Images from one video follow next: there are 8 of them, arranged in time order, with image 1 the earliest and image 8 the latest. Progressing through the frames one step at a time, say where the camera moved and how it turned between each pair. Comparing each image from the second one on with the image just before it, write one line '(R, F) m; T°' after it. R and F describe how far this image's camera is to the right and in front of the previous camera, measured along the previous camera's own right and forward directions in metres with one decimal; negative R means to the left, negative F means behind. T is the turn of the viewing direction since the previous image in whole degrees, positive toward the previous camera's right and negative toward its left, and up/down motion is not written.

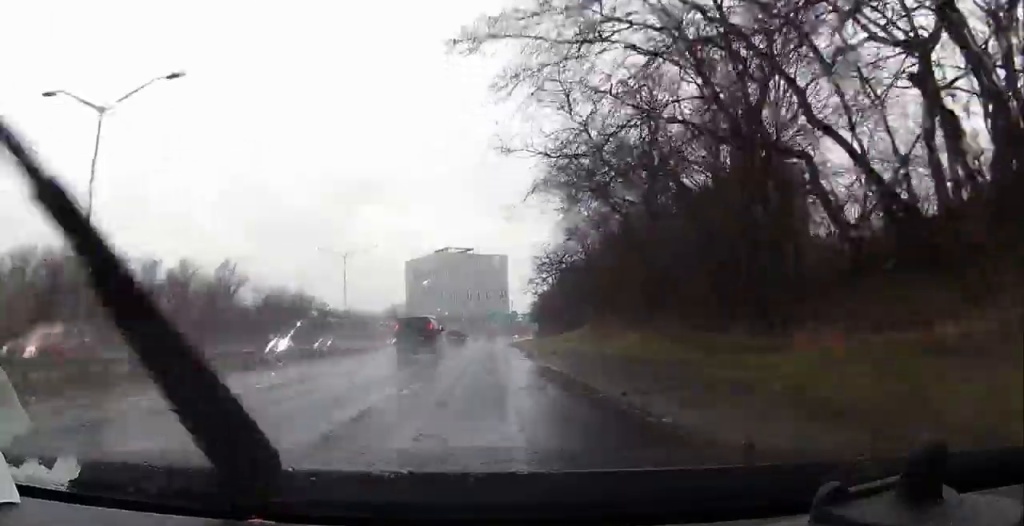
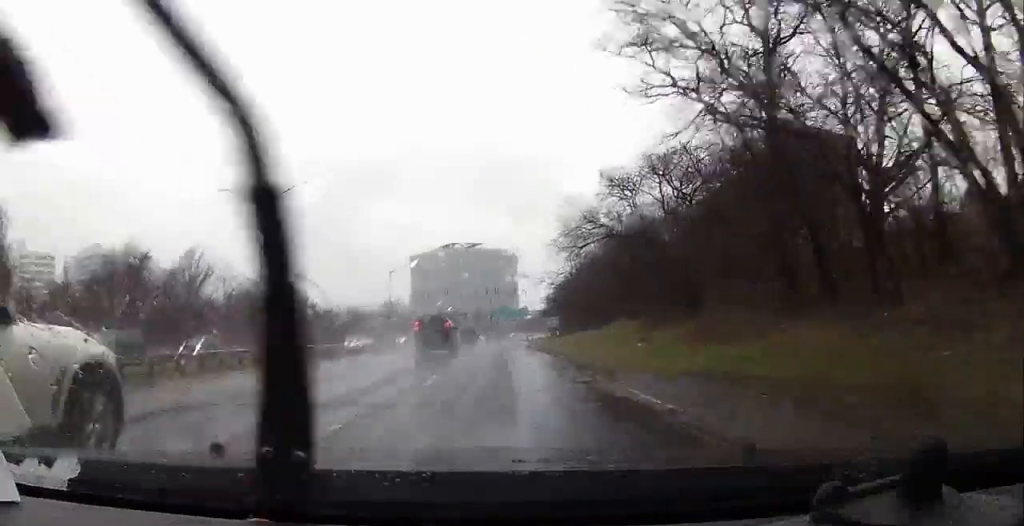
(-0.1, +22.6) m; -1°
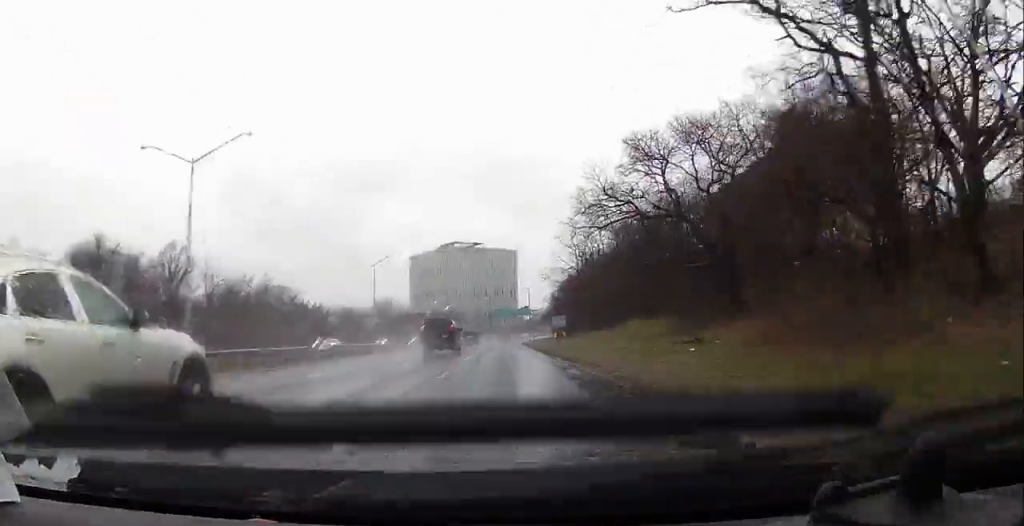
(0.0, +8.8) m; 0°
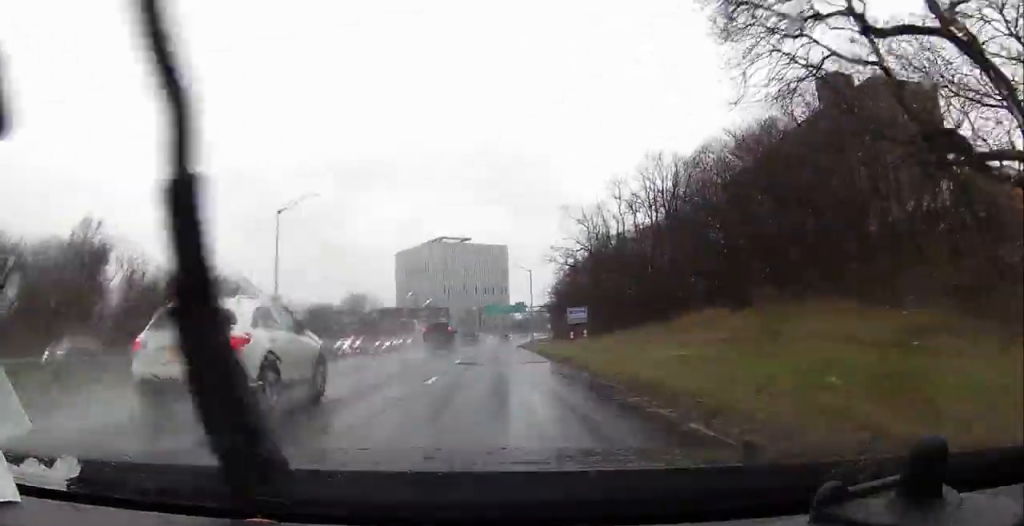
(0.0, +26.6) m; 0°
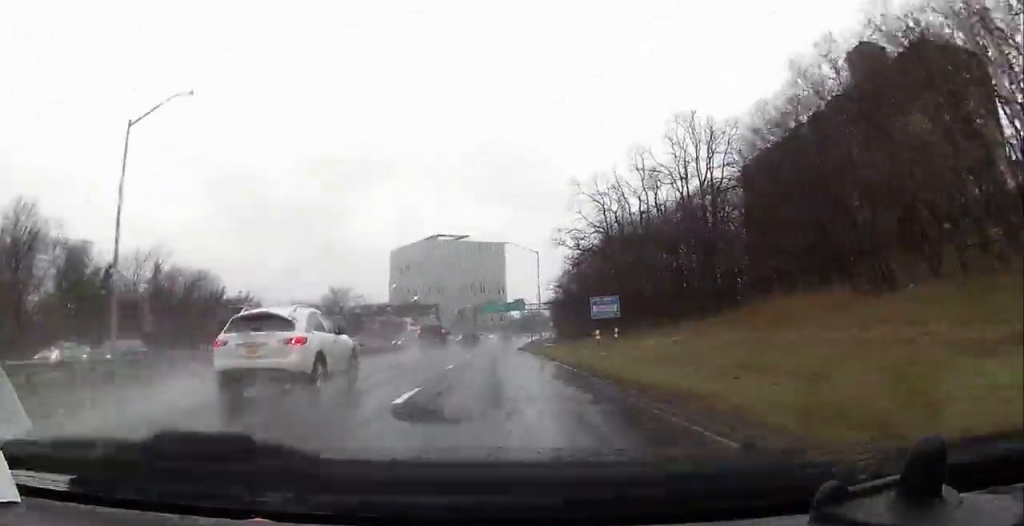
(0.0, +16.4) m; 0°
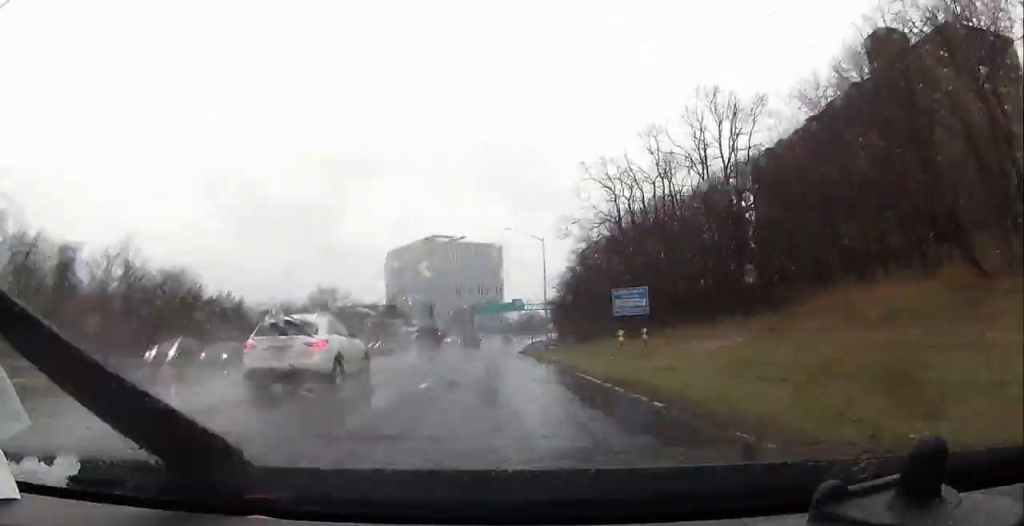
(0.0, +8.5) m; 0°
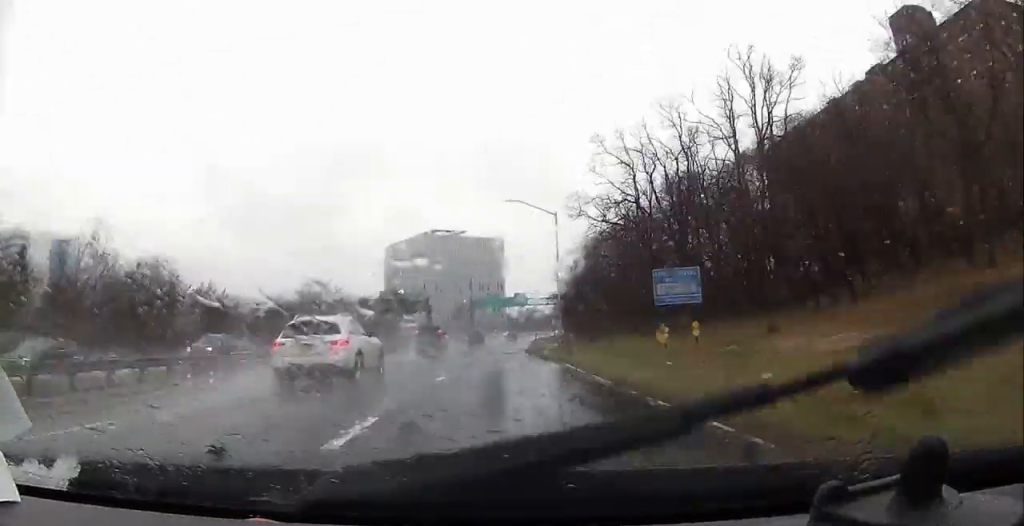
(0.0, +8.5) m; 0°
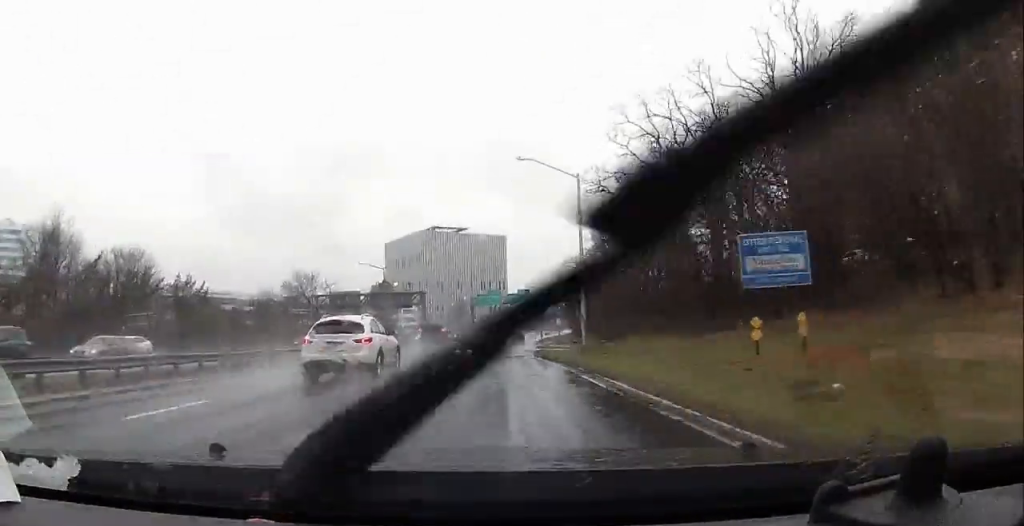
(0.0, +9.1) m; 0°
